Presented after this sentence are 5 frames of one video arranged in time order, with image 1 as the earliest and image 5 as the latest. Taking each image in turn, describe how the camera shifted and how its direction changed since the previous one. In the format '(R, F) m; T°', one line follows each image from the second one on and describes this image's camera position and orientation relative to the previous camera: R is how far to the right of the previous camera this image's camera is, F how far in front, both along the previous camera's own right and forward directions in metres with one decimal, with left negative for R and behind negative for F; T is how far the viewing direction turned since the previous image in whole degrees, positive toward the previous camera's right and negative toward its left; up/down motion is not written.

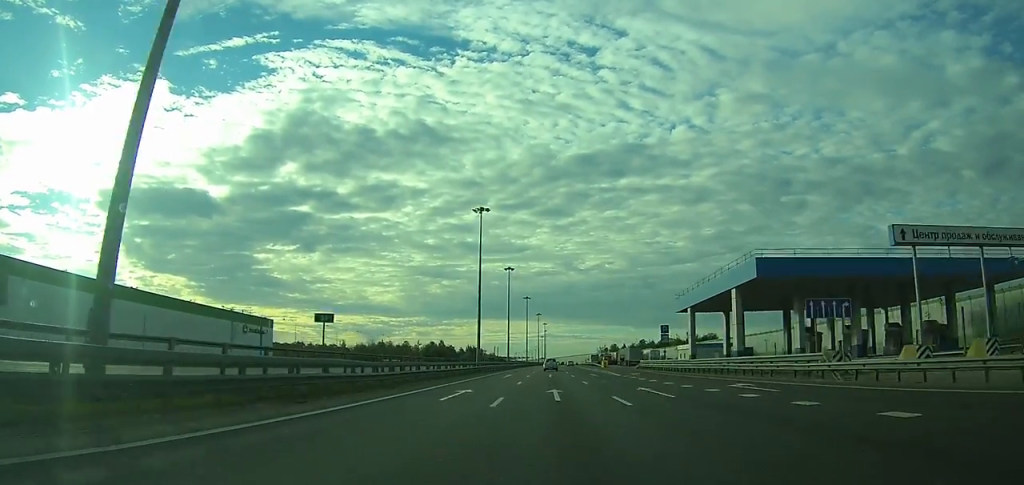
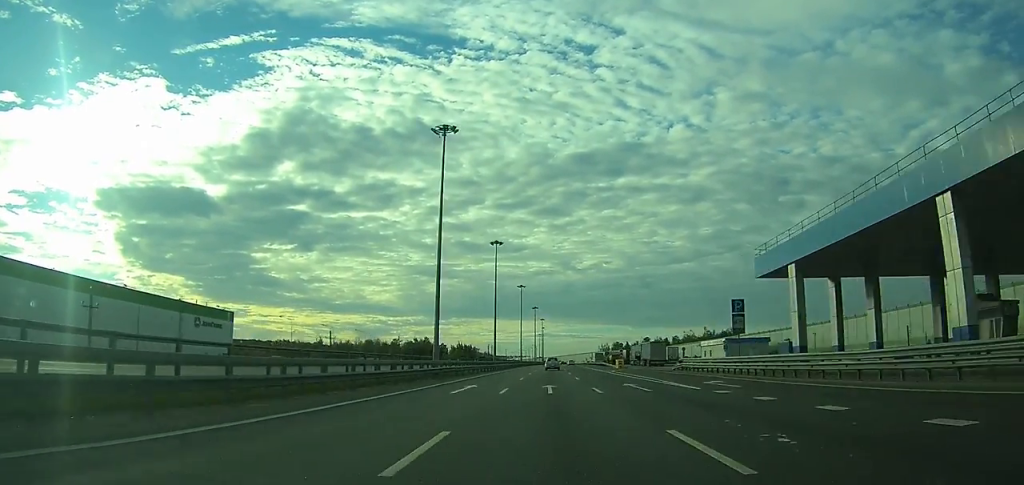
(0.0, +25.1) m; 0°
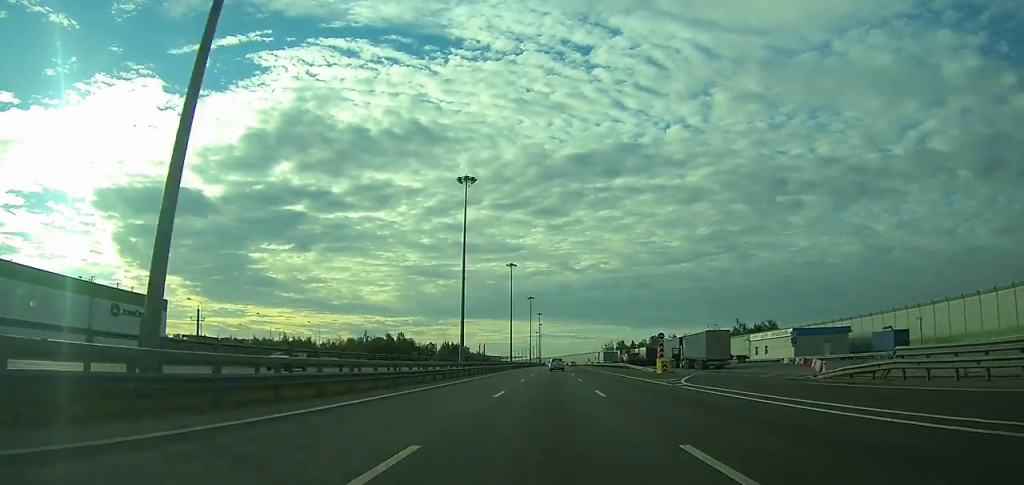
(-0.1, +32.3) m; 0°
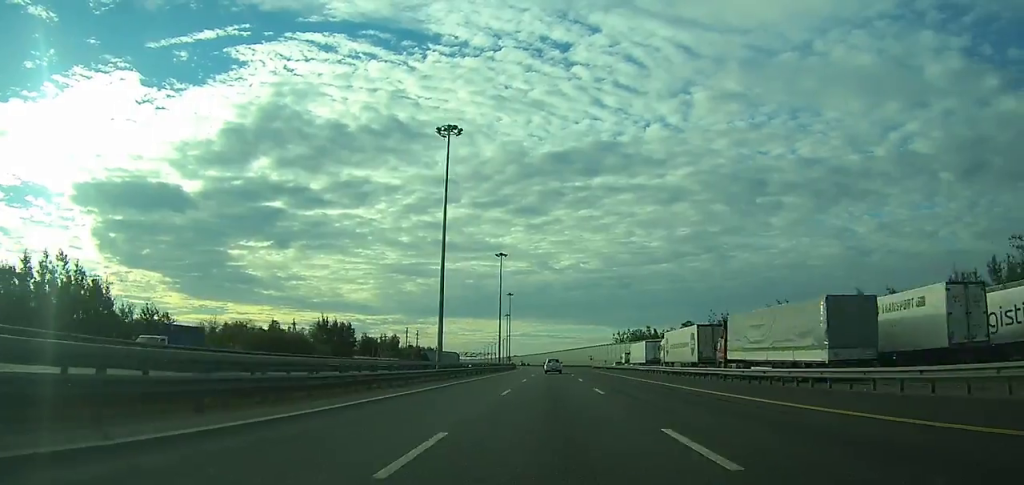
(+1.4, +130.6) m; +1°
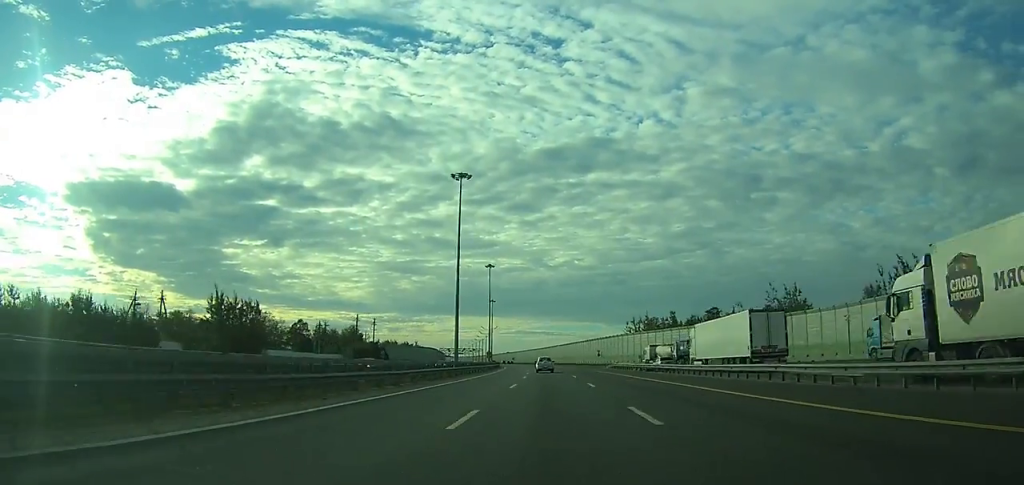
(+0.2, +43.1) m; 0°
